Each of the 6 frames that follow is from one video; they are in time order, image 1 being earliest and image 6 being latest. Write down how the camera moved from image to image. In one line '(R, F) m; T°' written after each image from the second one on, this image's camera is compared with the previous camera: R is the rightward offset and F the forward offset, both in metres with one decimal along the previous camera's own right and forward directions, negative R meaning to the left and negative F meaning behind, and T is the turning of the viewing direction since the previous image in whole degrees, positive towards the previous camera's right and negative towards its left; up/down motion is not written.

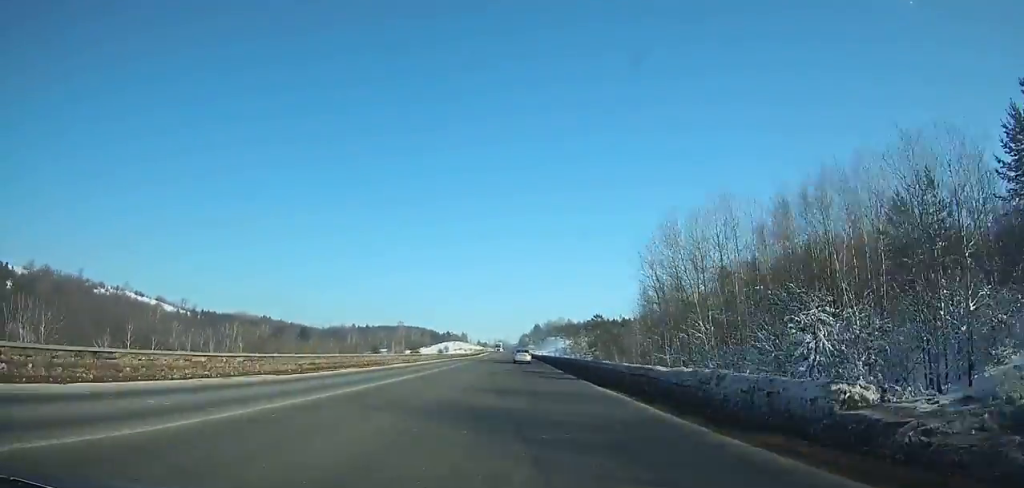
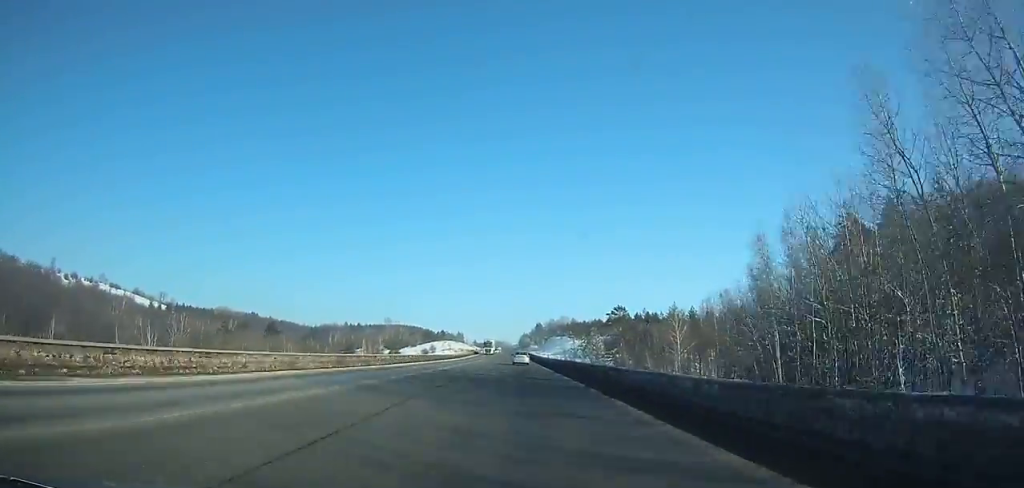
(0.0, +43.4) m; 0°
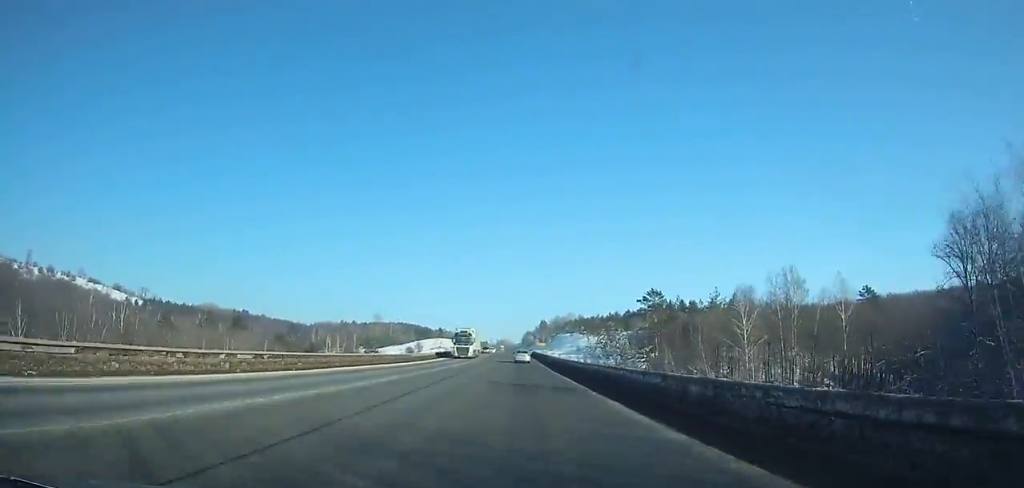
(0.0, +36.9) m; 0°
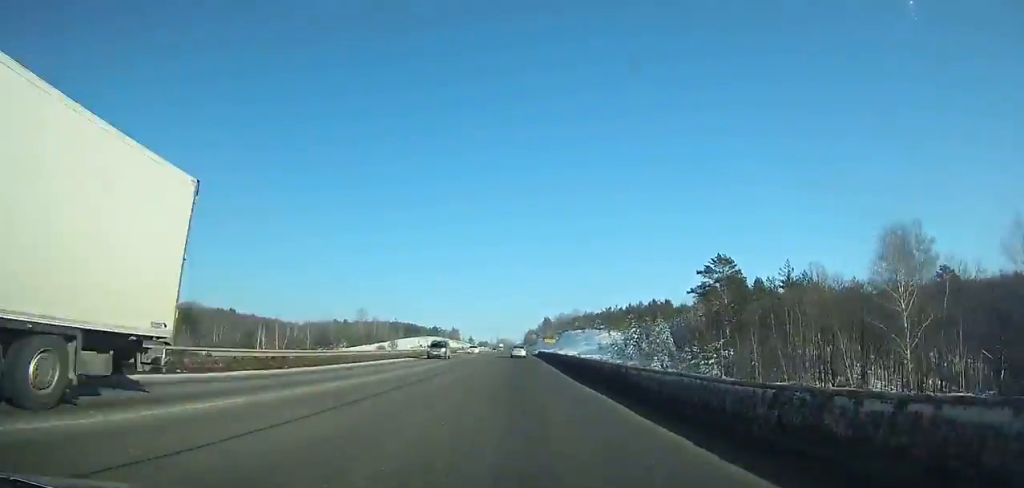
(-0.2, +41.4) m; 0°
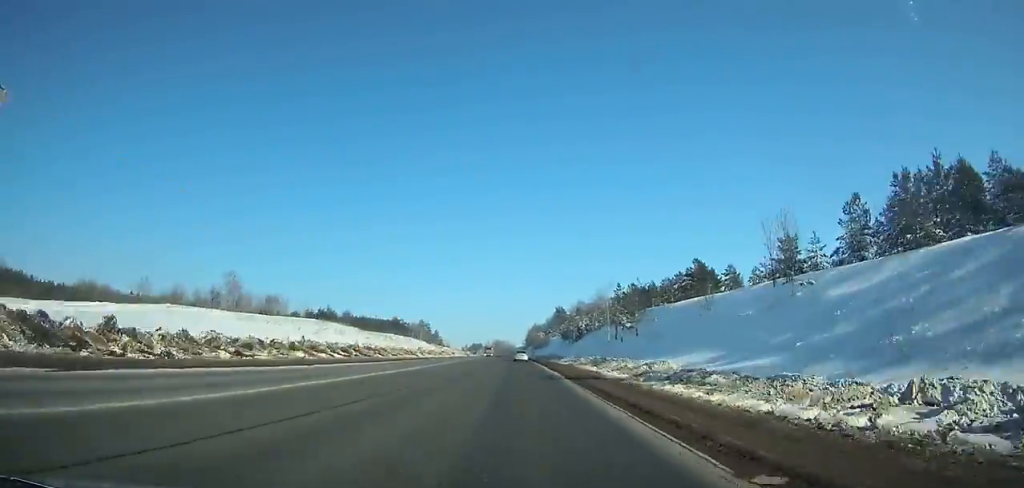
(+0.6, +150.8) m; 0°
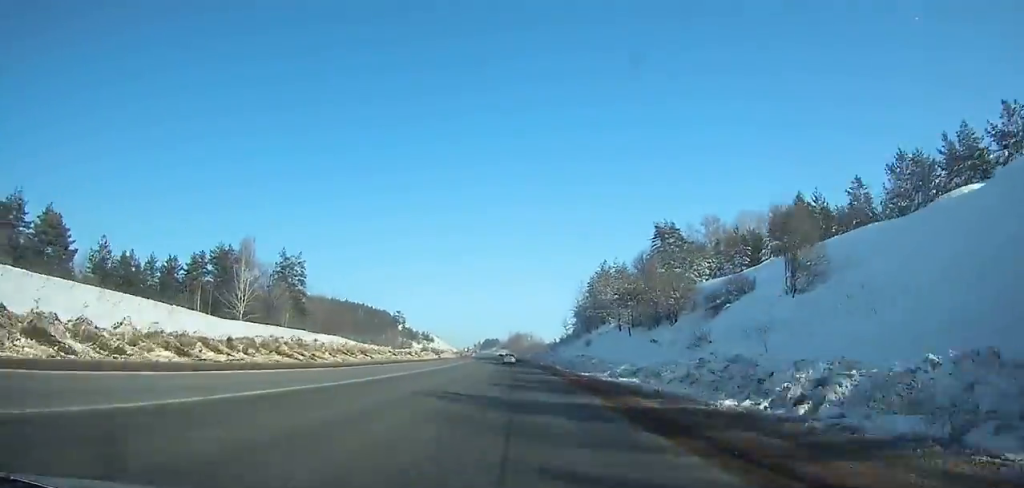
(-4.2, +205.4) m; -3°
